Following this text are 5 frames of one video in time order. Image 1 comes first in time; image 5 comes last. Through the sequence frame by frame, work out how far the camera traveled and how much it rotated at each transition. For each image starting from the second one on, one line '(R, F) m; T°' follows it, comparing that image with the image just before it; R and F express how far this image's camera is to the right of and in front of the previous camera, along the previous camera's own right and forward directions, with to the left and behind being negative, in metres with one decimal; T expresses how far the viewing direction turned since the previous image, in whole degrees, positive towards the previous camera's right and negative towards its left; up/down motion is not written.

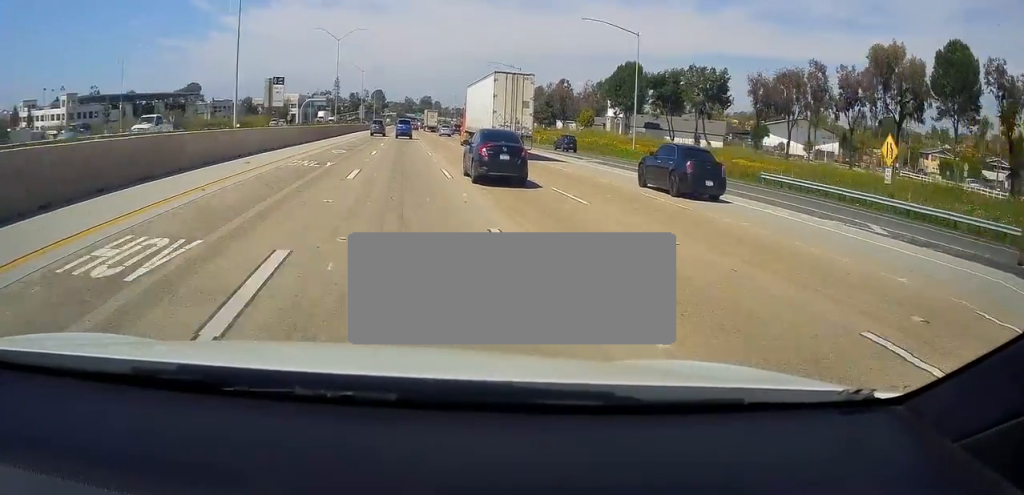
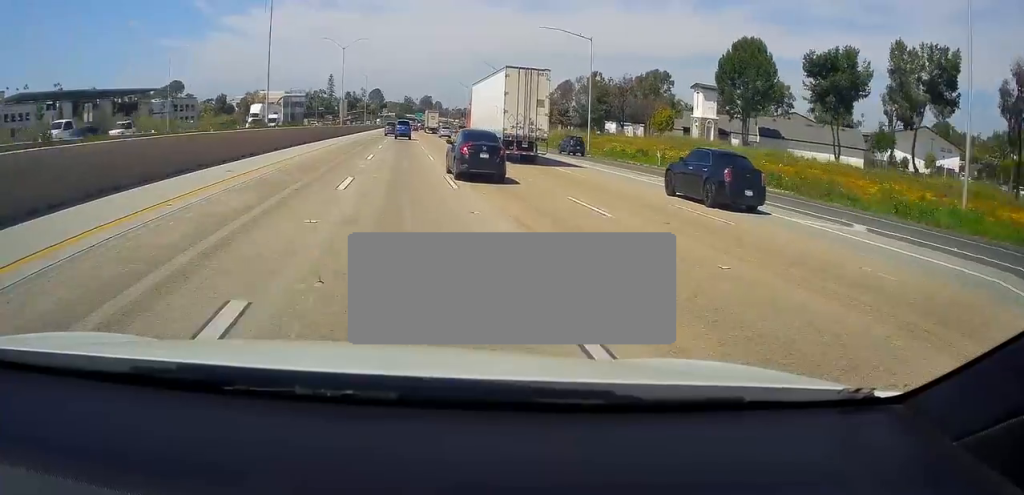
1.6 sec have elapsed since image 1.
(-0.8, +45.2) m; 0°
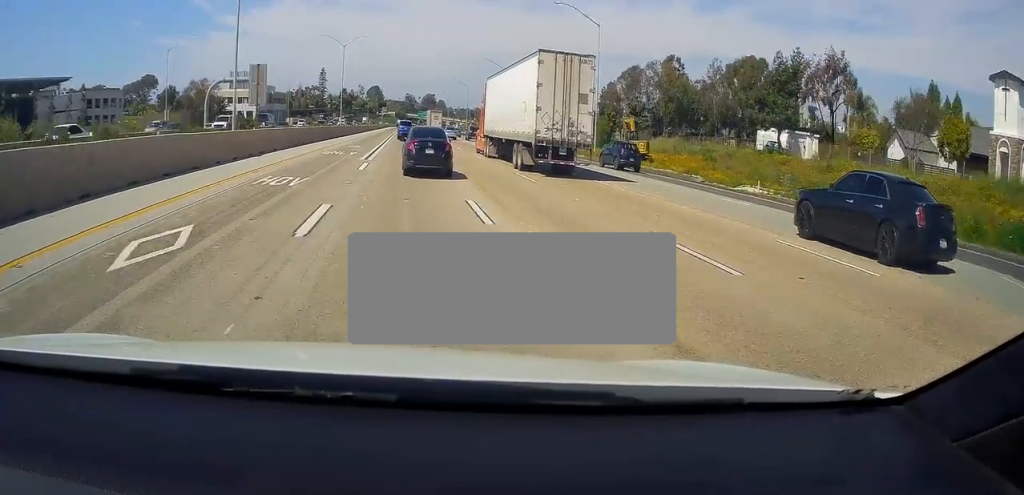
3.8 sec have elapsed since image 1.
(+0.6, +63.2) m; +1°
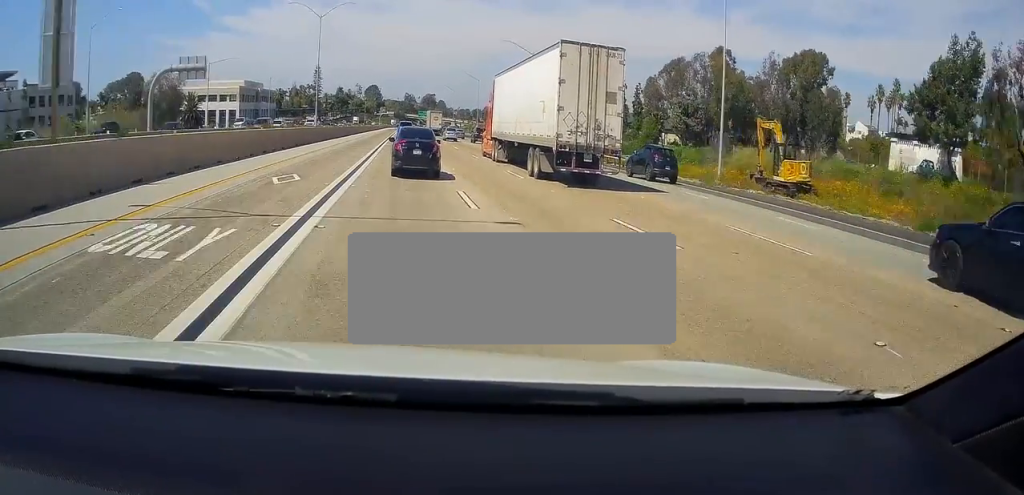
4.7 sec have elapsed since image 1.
(+0.3, +27.3) m; 0°
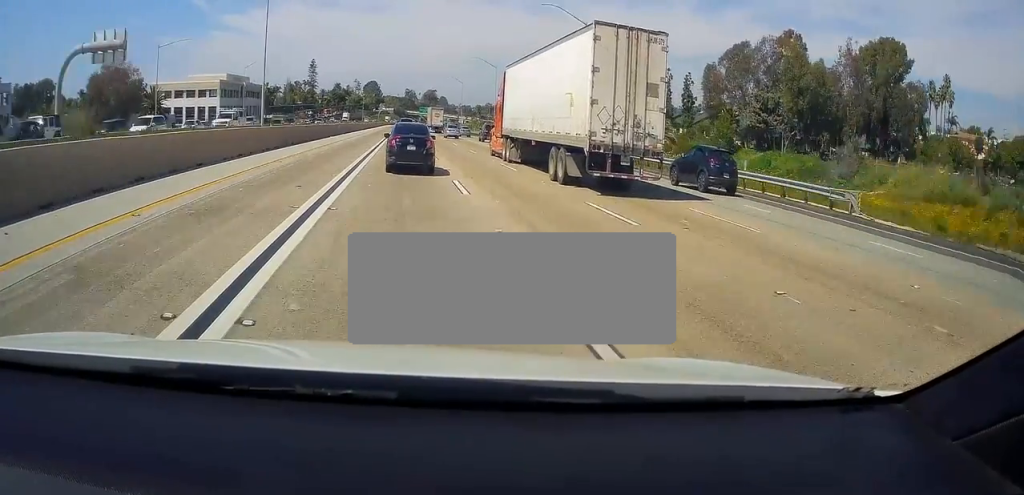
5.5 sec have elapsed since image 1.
(-0.1, +26.3) m; 0°
